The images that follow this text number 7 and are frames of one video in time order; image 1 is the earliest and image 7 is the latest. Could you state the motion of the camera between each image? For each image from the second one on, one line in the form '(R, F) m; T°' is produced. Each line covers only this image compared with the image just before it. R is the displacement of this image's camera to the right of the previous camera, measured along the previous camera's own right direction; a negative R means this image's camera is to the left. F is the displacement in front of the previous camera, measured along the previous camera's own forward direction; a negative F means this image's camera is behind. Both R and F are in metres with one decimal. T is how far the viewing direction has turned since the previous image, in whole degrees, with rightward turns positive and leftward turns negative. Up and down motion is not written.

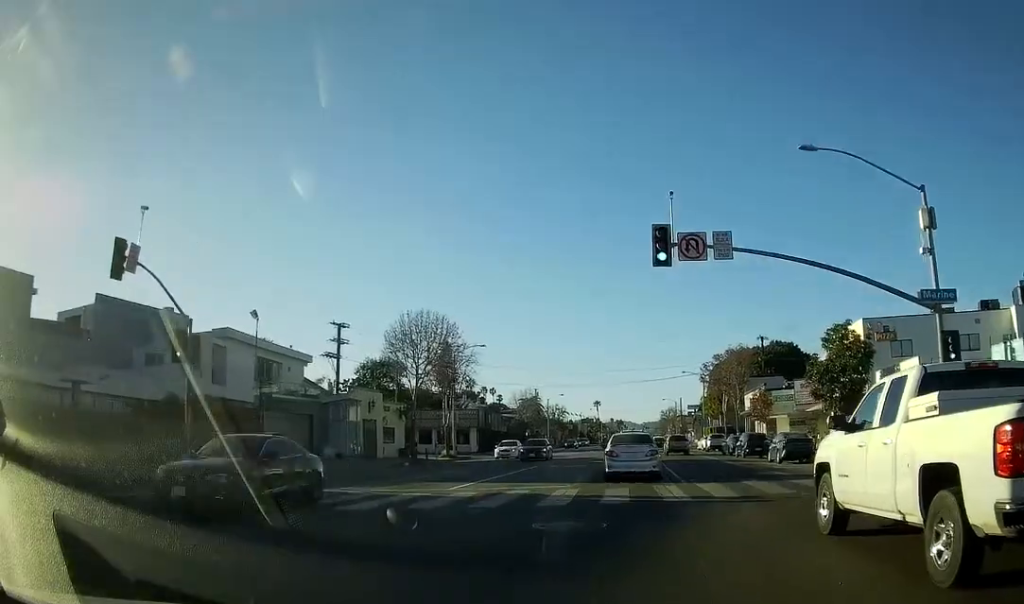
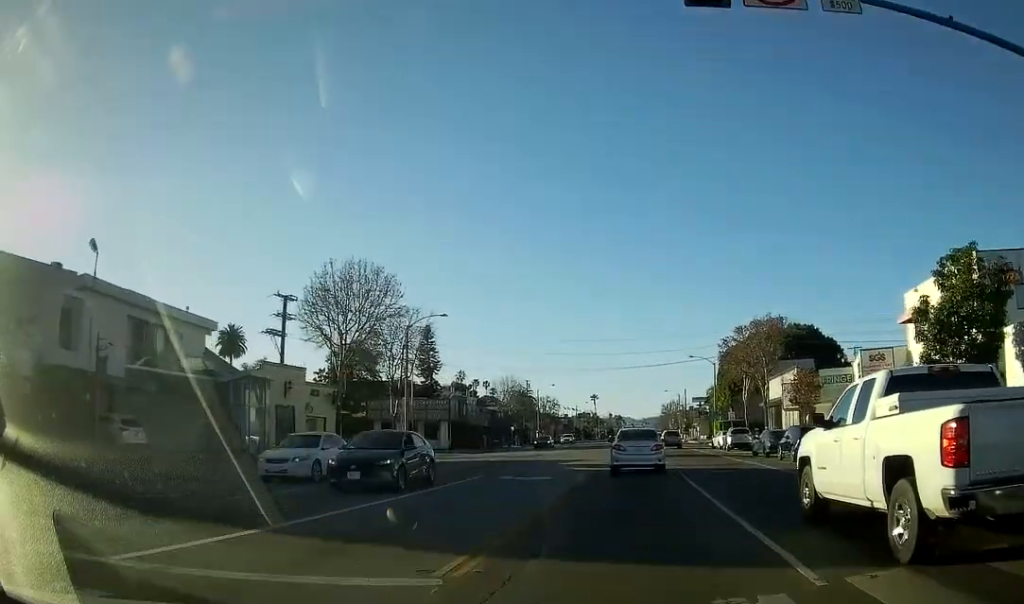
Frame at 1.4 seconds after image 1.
(-0.5, +13.7) m; -2°
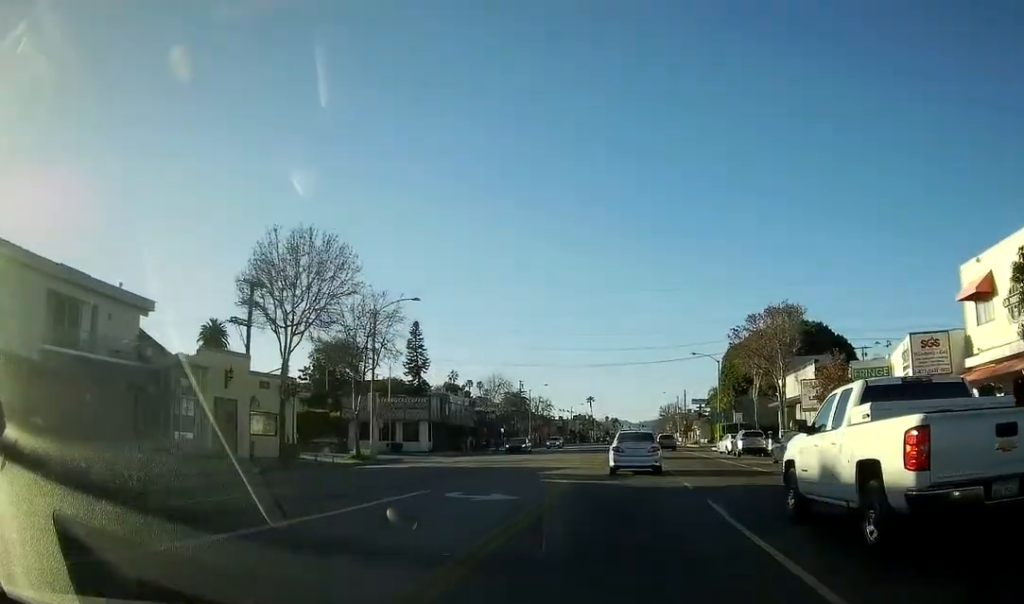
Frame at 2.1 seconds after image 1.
(0.0, +6.7) m; 0°
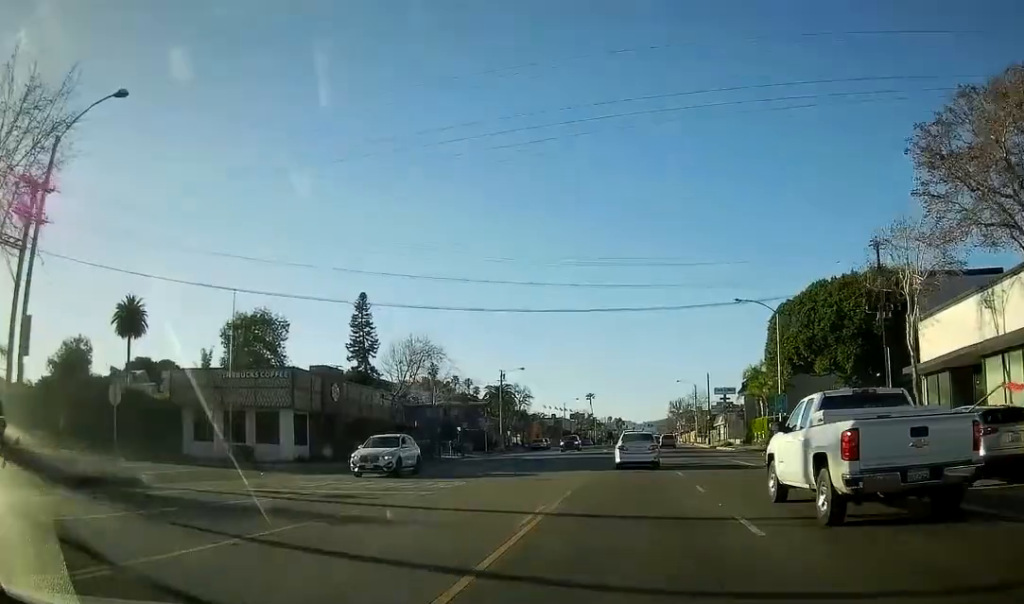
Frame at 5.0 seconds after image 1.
(+0.3, +31.0) m; +1°
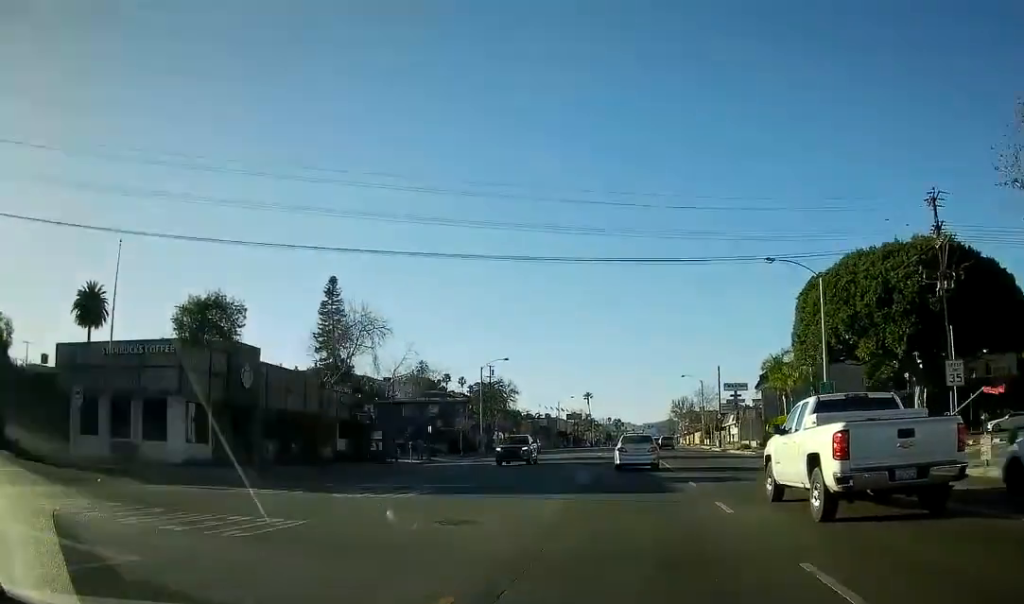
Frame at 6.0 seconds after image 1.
(0.0, +11.6) m; 0°
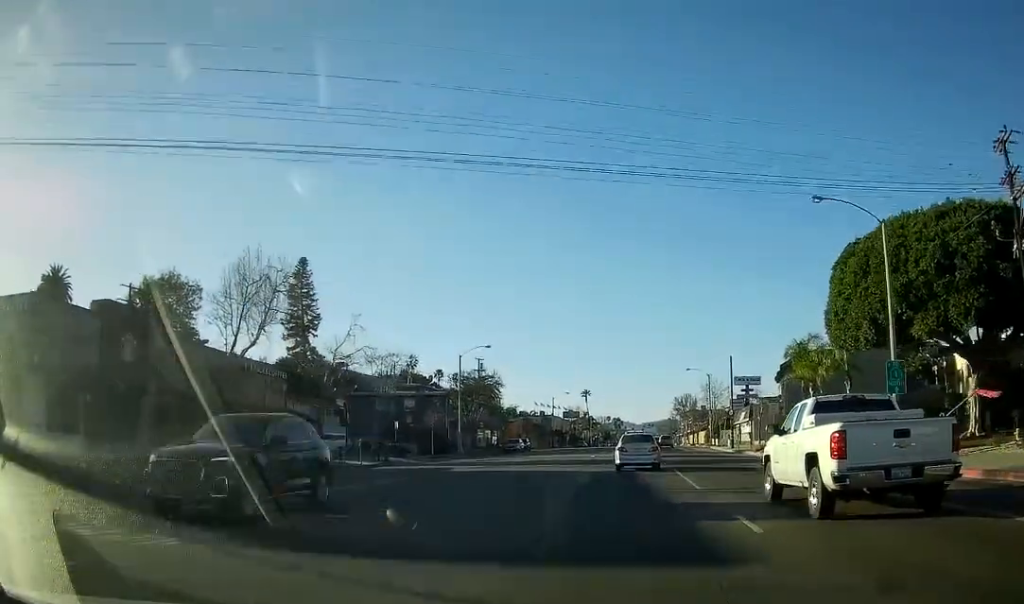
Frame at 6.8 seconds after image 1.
(0.0, +9.5) m; 0°
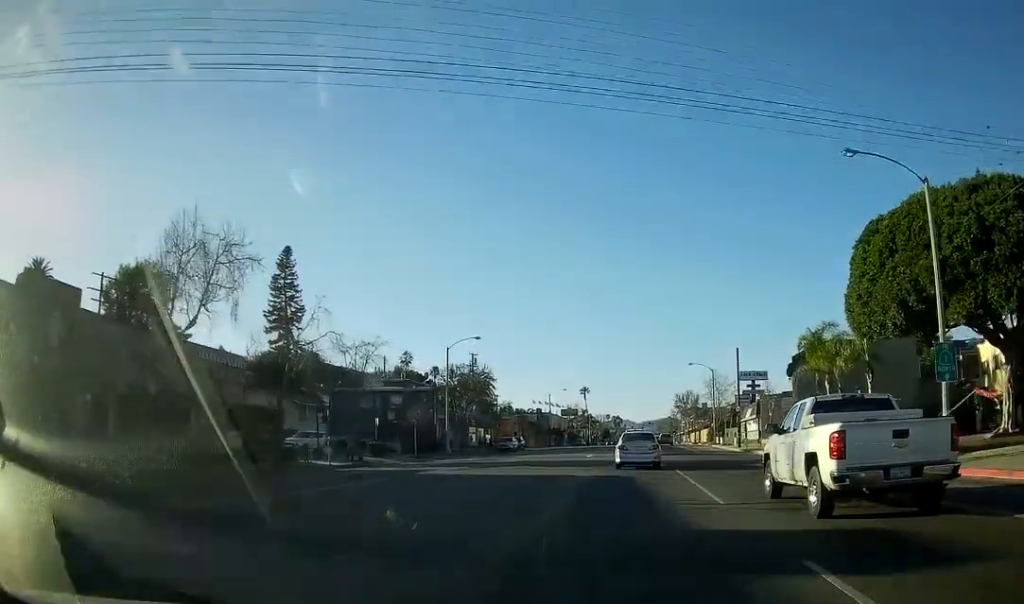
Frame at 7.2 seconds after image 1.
(0.0, +4.8) m; 0°
